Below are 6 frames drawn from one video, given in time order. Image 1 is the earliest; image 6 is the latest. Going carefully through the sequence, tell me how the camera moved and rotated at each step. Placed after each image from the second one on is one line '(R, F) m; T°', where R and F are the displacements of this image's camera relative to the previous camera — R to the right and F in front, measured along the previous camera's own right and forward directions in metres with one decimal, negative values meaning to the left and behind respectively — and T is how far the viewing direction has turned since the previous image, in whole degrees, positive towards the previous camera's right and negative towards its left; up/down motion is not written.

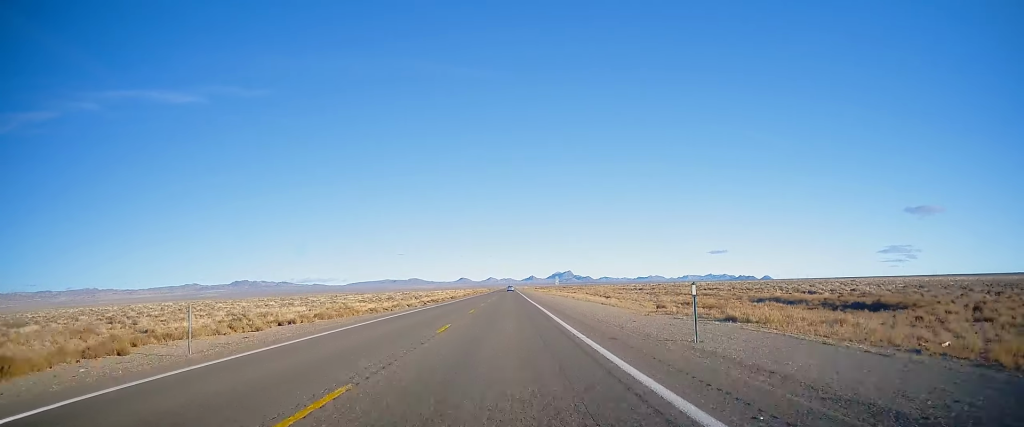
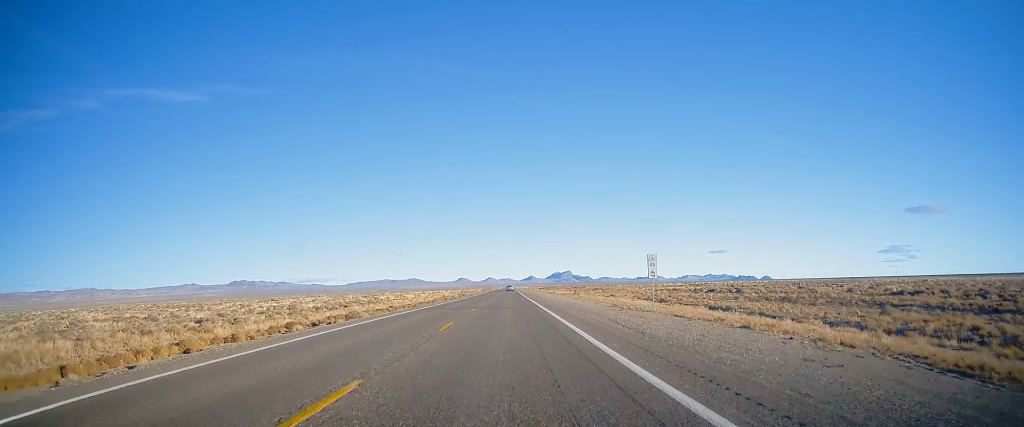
(-0.6, +60.4) m; 0°
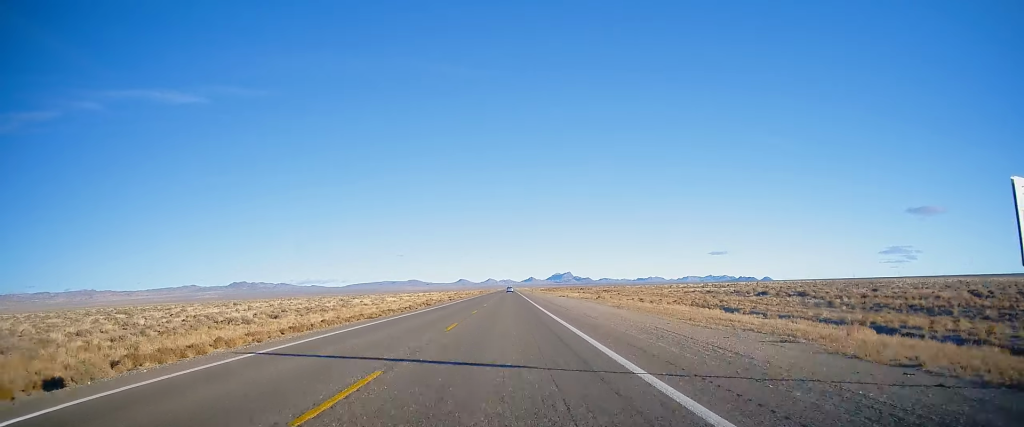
(+0.2, +23.2) m; 0°
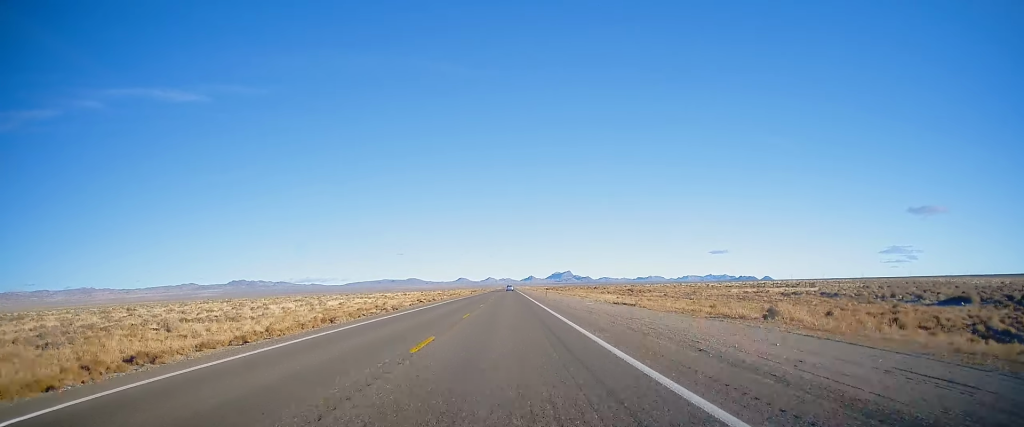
(0.0, +43.0) m; 0°
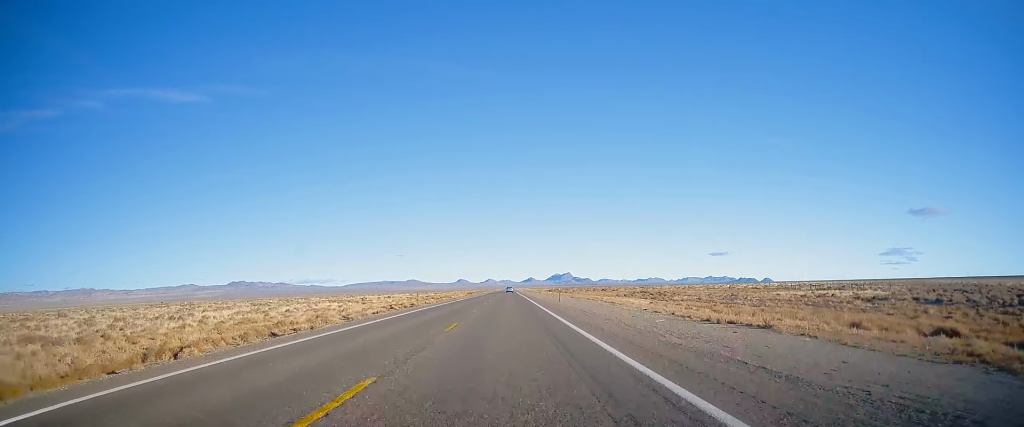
(+0.1, +18.6) m; 0°
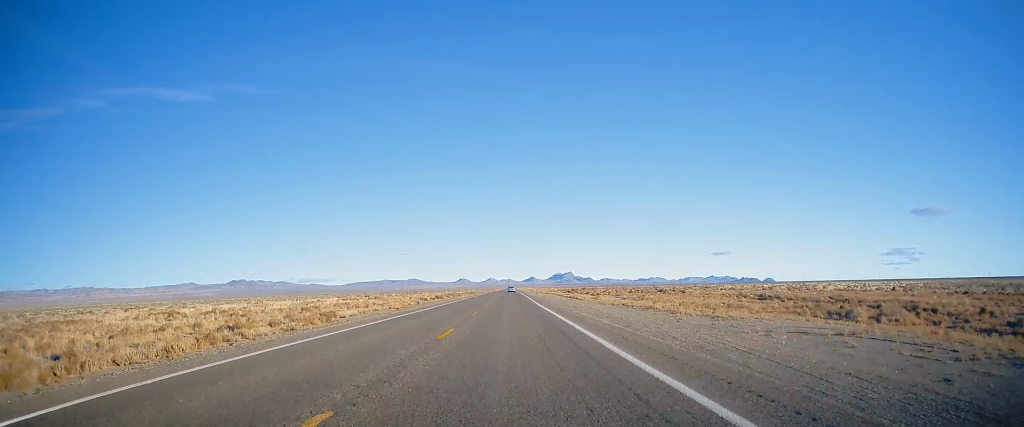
(0.0, +75.4) m; +1°
